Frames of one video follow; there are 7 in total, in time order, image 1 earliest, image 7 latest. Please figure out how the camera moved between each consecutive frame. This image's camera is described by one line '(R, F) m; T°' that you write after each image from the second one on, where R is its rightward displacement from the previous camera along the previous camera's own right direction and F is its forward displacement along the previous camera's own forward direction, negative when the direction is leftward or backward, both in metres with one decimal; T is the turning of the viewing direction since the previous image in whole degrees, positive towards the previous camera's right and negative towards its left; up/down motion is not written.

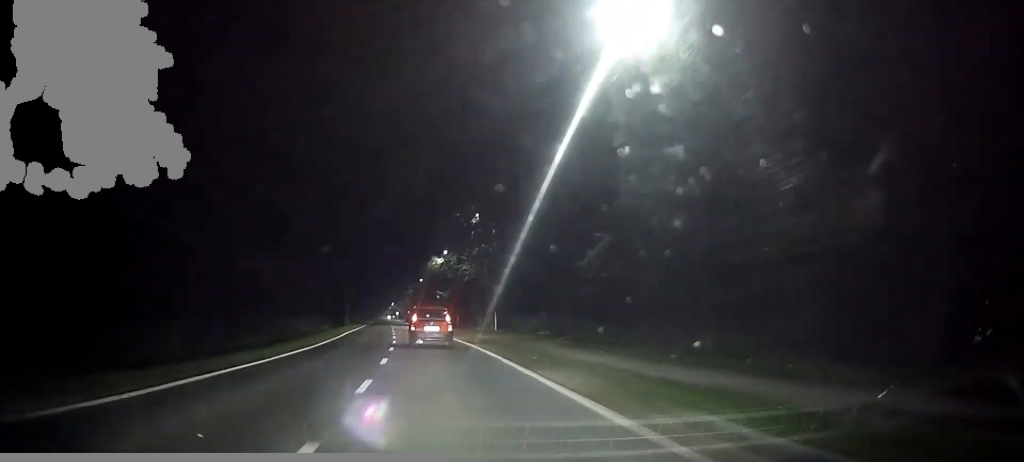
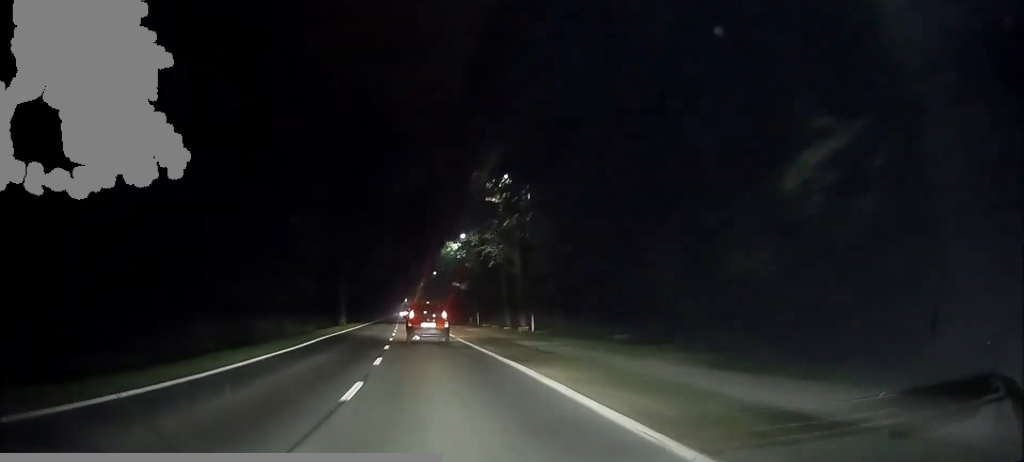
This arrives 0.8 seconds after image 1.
(-0.3, +14.1) m; -2°
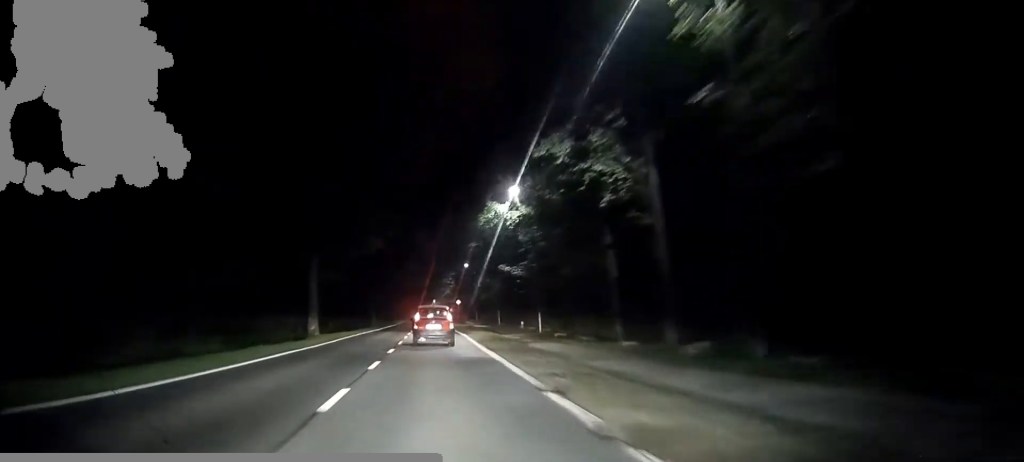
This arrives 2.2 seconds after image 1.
(-0.3, +26.7) m; 0°
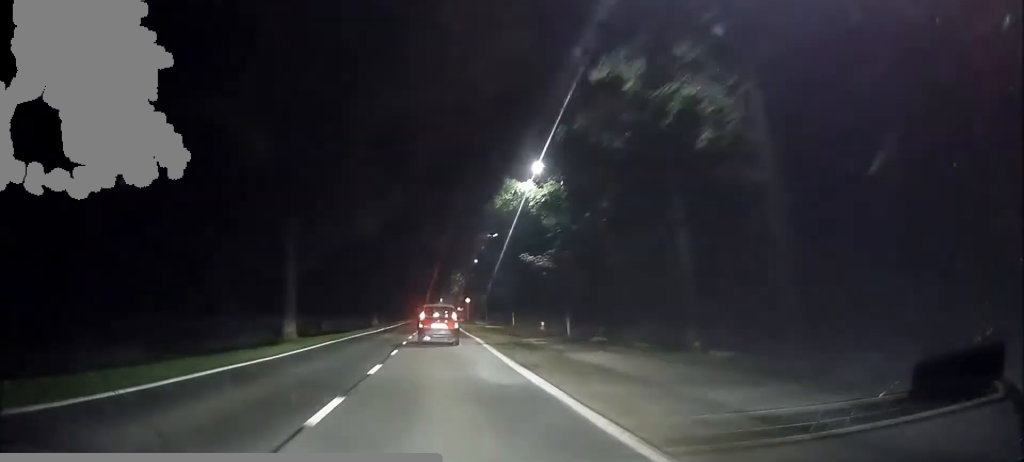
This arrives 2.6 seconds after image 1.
(0.0, +7.5) m; 0°
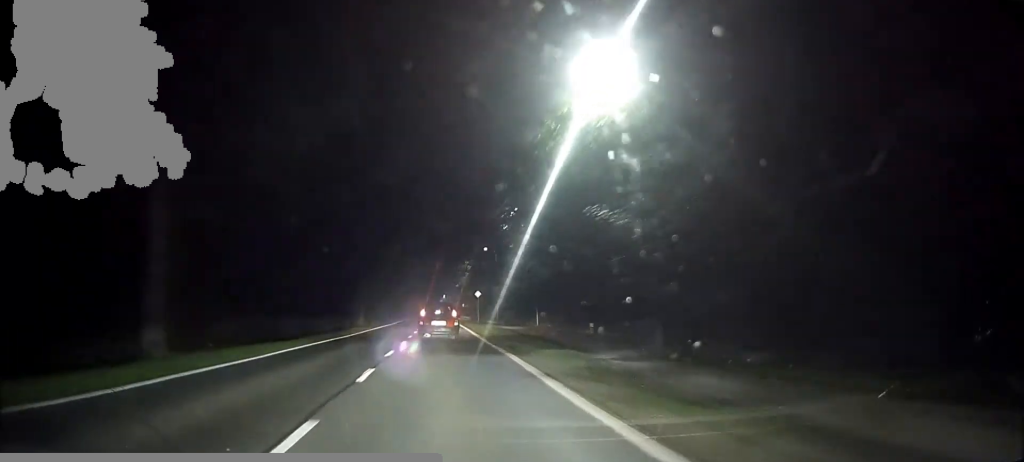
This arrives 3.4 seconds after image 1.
(+0.1, +14.9) m; +1°
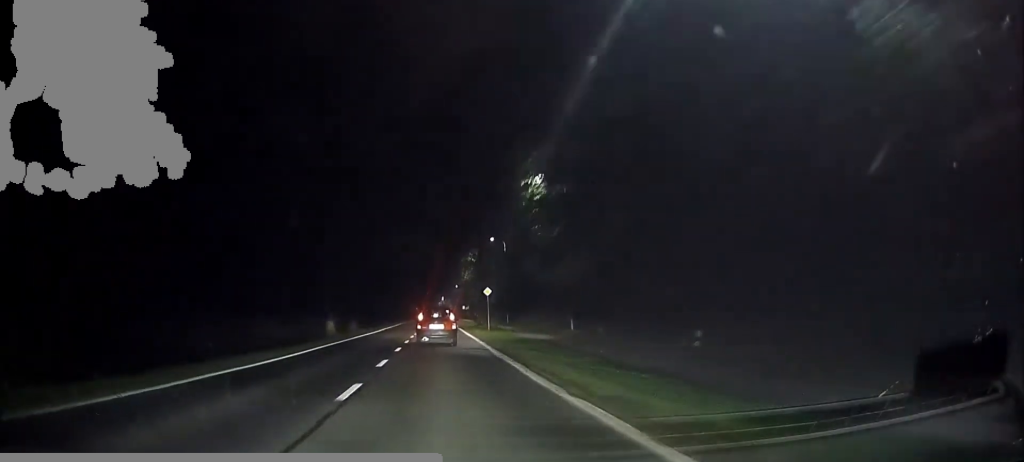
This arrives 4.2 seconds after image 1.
(+0.1, +14.2) m; 0°
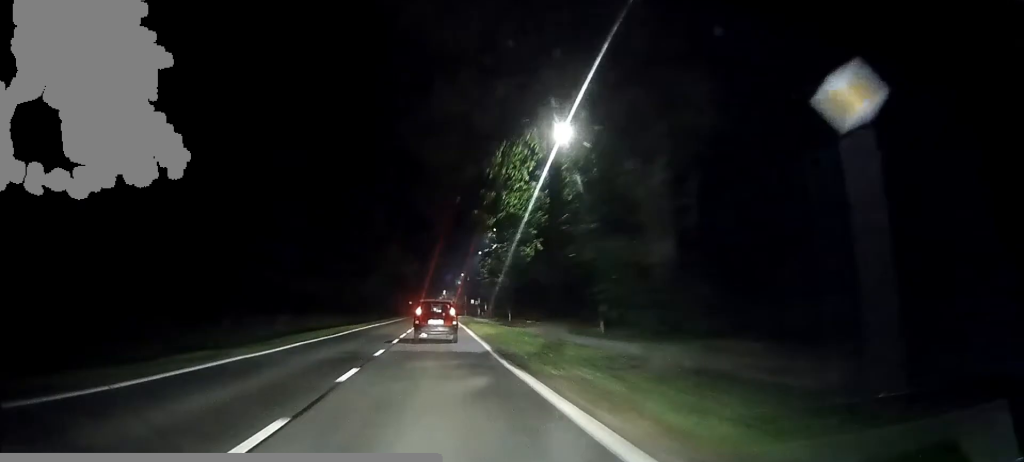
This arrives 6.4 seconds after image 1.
(+0.1, +40.3) m; 0°
